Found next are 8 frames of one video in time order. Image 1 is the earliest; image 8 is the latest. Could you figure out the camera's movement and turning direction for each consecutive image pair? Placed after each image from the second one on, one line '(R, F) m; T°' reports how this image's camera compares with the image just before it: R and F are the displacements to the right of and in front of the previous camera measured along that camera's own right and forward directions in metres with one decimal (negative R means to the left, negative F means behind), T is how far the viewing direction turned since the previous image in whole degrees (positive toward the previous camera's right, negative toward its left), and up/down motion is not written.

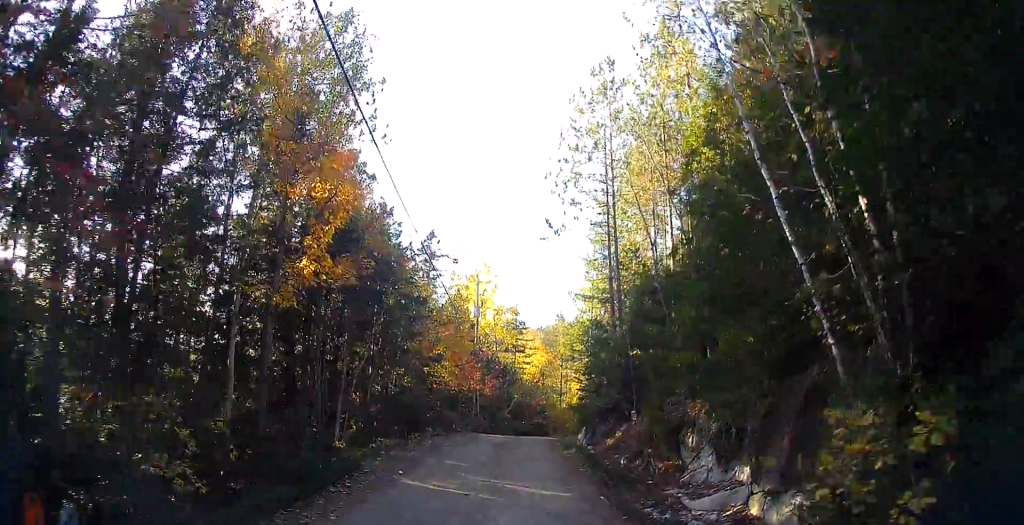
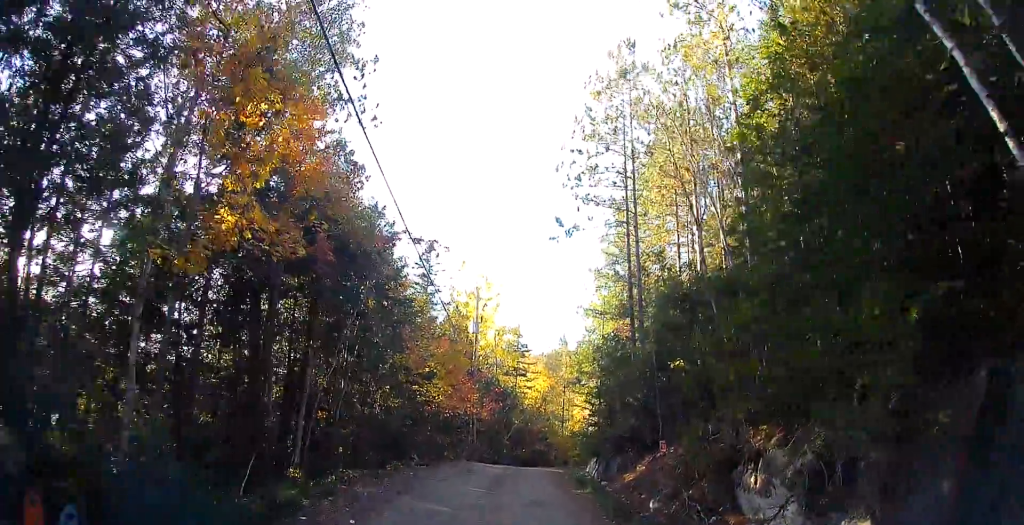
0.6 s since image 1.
(0.0, +3.1) m; -2°
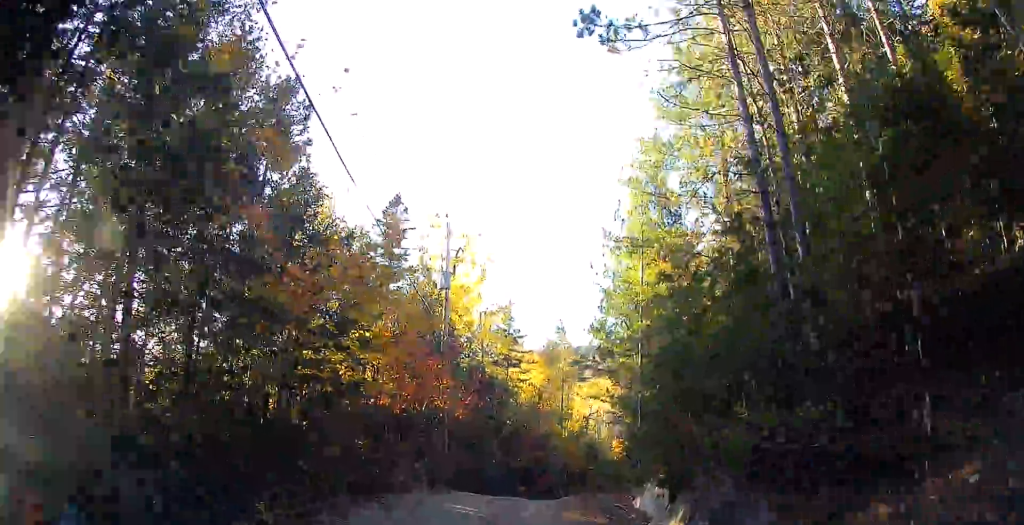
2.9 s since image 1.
(-0.4, +10.8) m; +1°
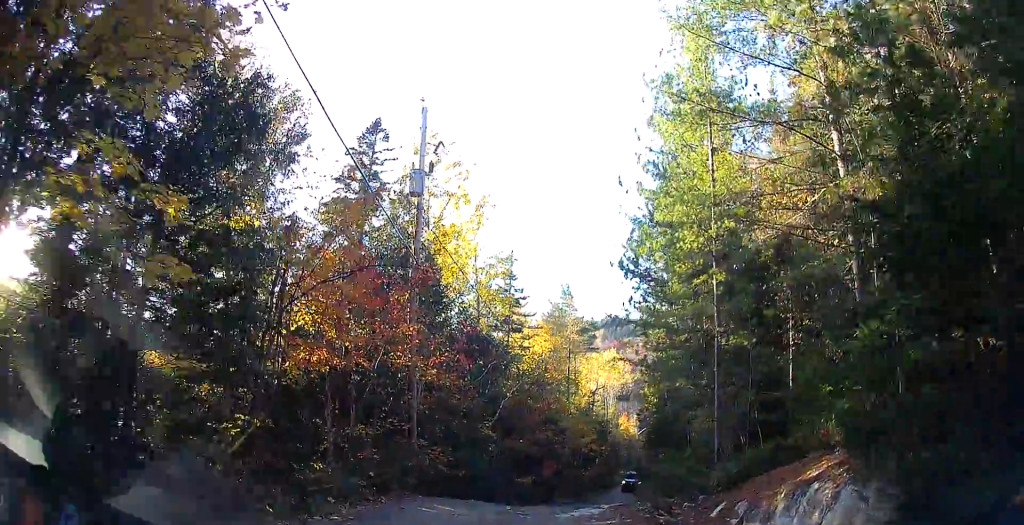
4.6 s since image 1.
(+0.3, +7.0) m; +2°
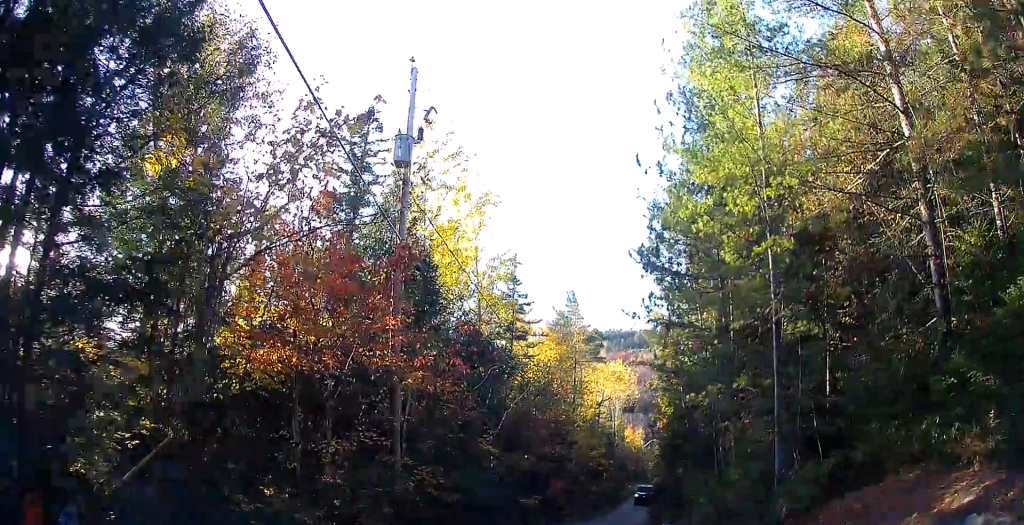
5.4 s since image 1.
(0.0, +2.7) m; -1°
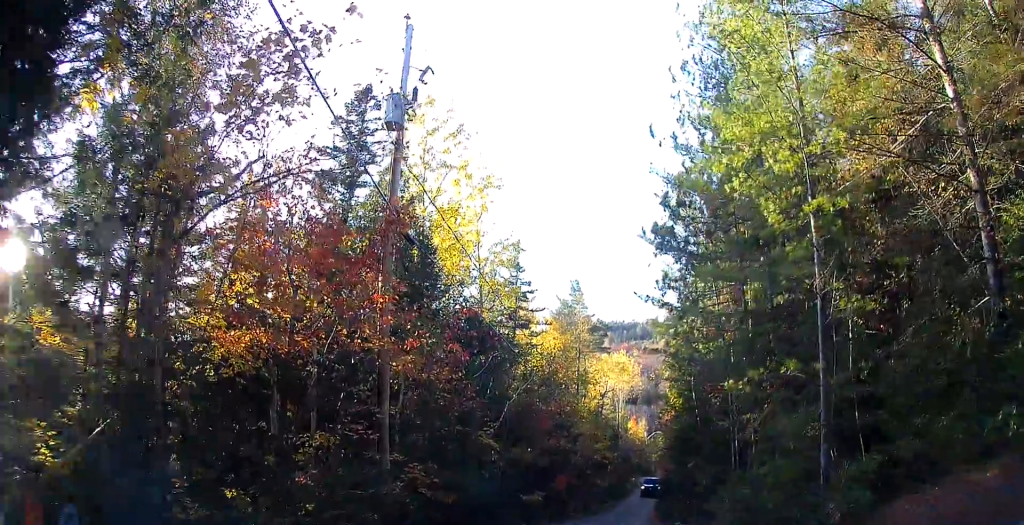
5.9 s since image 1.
(0.0, +1.4) m; -4°
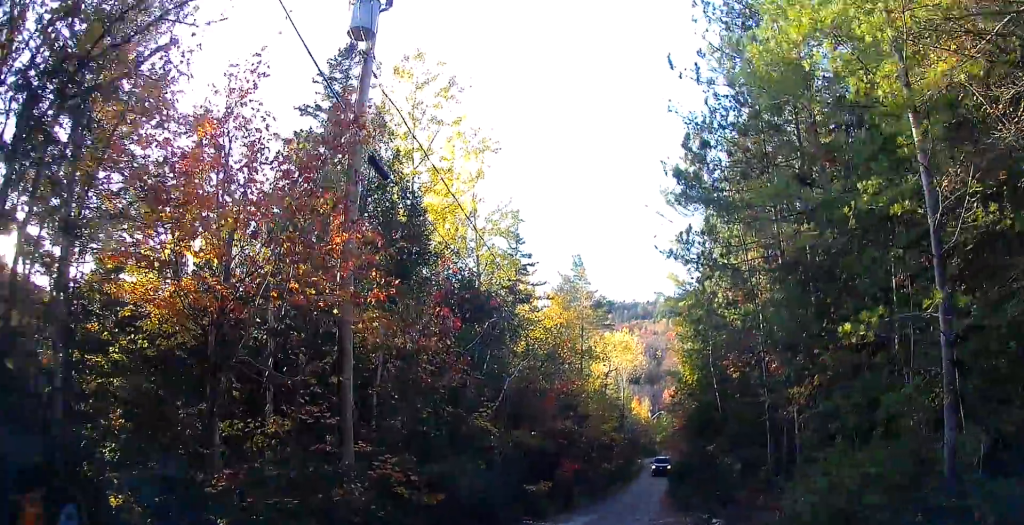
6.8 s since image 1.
(-0.2, +2.5) m; 0°
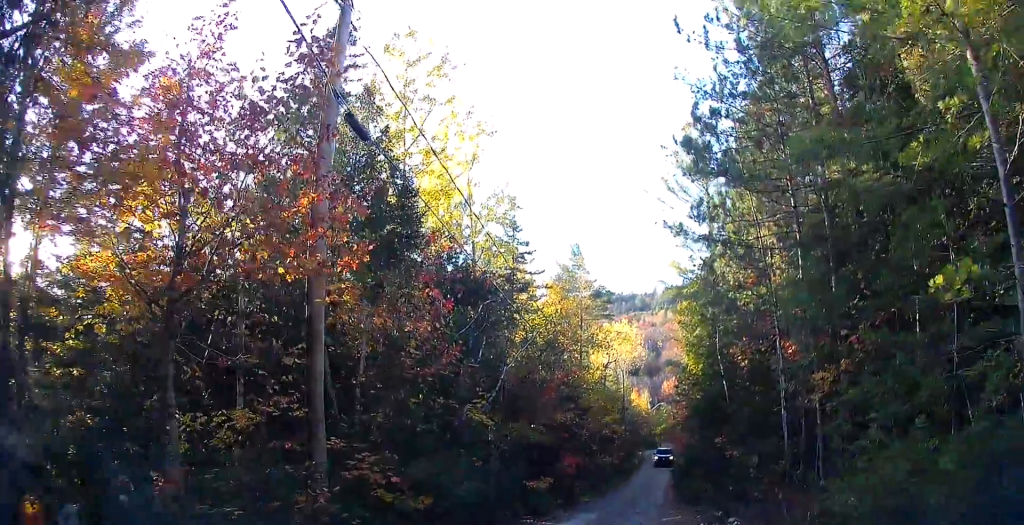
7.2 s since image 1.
(-0.2, +1.0) m; +2°
